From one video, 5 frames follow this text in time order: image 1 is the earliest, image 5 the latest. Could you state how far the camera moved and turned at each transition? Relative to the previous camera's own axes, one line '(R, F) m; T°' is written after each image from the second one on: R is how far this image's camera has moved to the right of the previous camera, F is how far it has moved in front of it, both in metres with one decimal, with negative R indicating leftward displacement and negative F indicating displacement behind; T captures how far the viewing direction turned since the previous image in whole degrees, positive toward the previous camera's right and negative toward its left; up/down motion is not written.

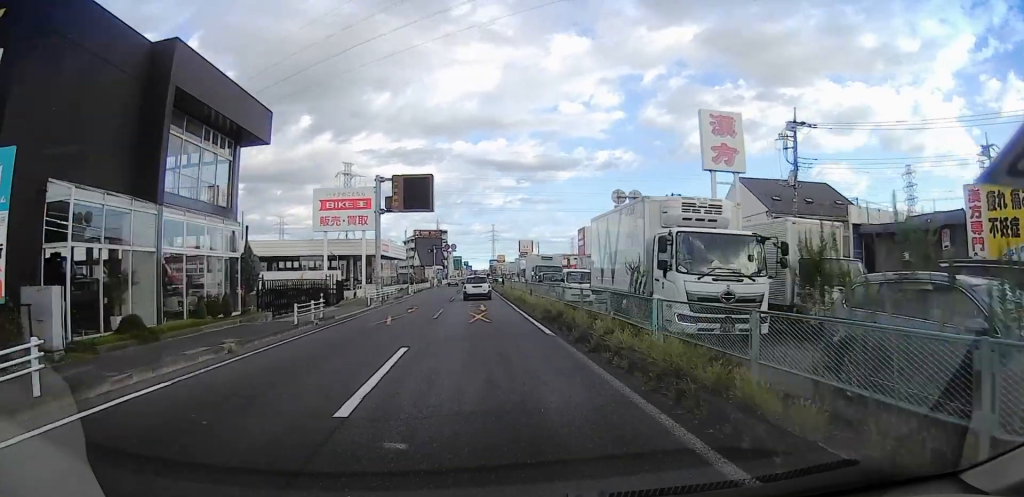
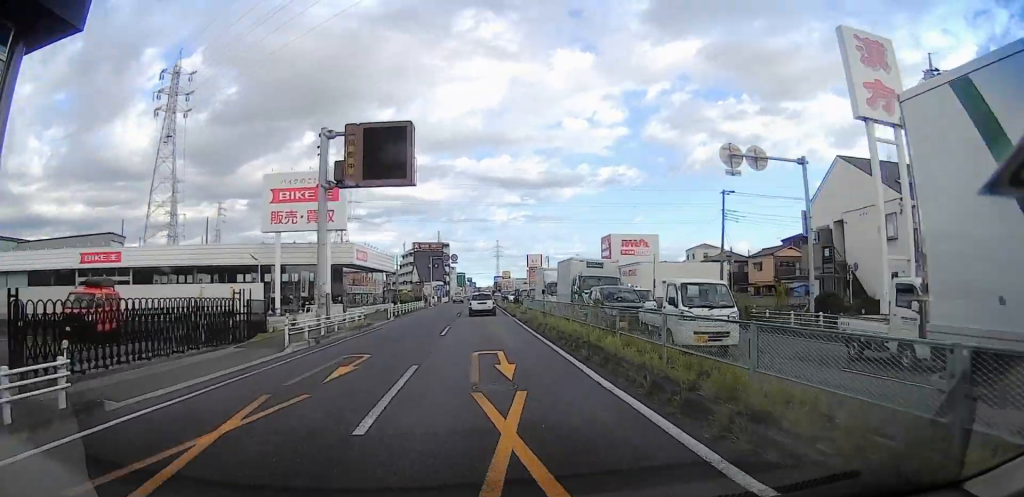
(-0.7, +14.7) m; +1°
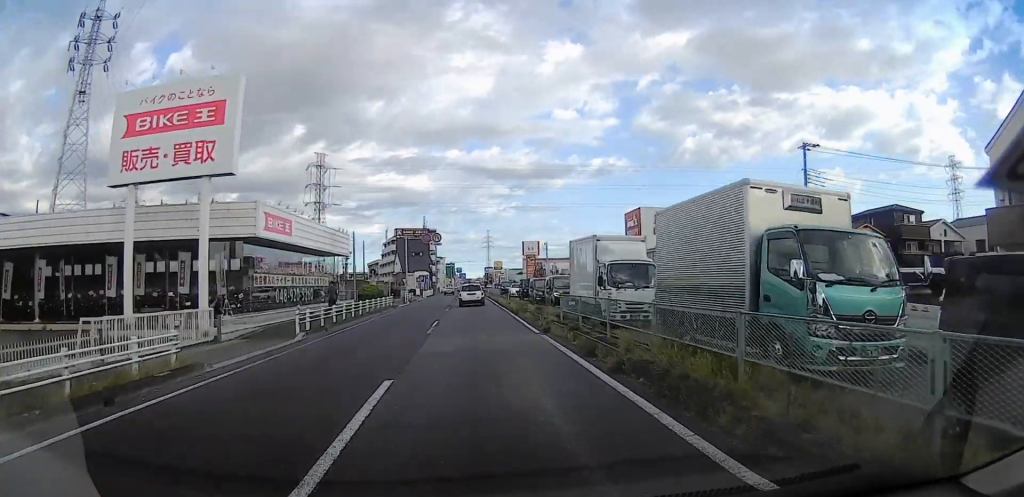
(+1.1, +18.2) m; +4°
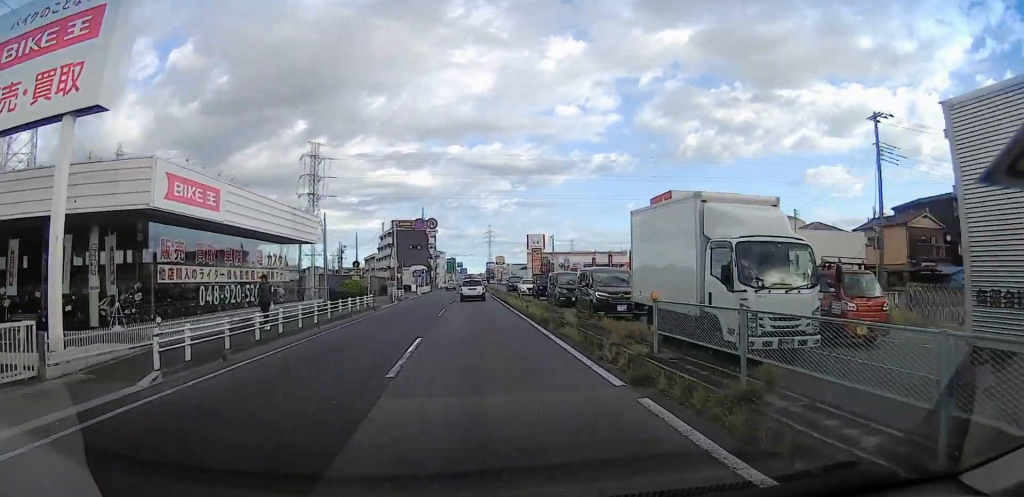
(0.0, +7.9) m; 0°
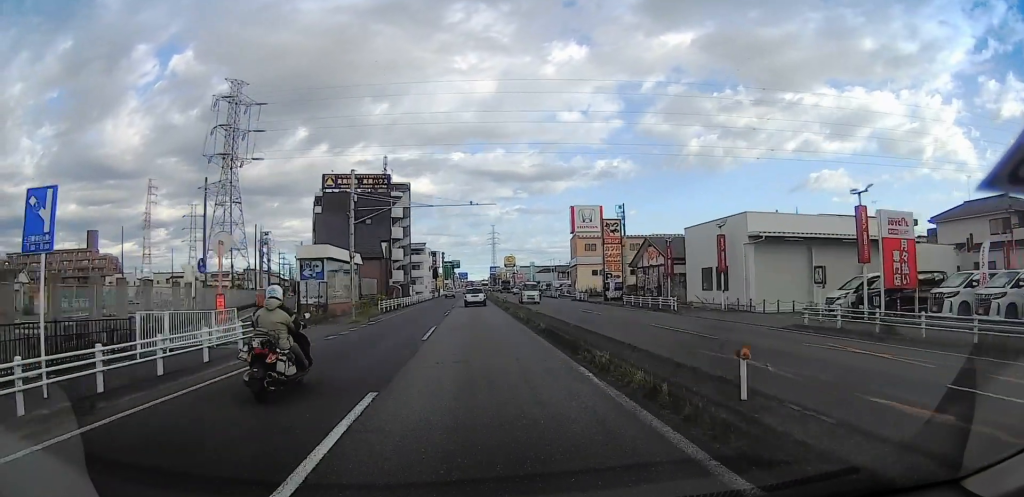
(-2.0, +62.2) m; -1°
